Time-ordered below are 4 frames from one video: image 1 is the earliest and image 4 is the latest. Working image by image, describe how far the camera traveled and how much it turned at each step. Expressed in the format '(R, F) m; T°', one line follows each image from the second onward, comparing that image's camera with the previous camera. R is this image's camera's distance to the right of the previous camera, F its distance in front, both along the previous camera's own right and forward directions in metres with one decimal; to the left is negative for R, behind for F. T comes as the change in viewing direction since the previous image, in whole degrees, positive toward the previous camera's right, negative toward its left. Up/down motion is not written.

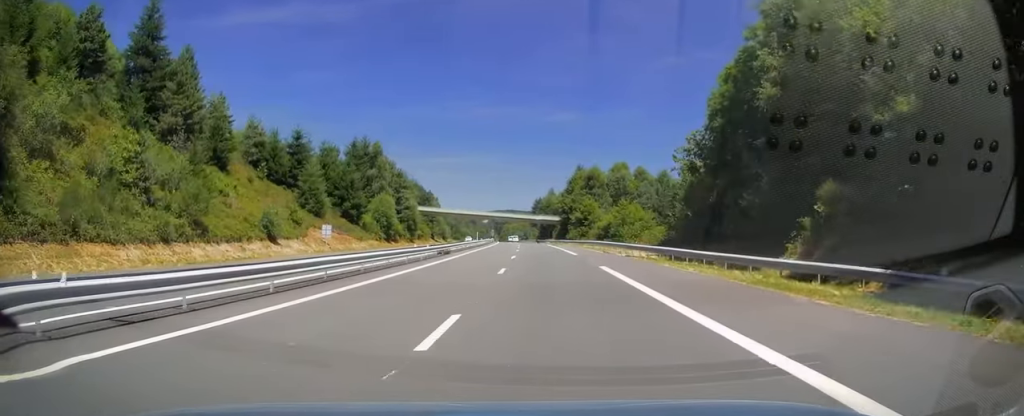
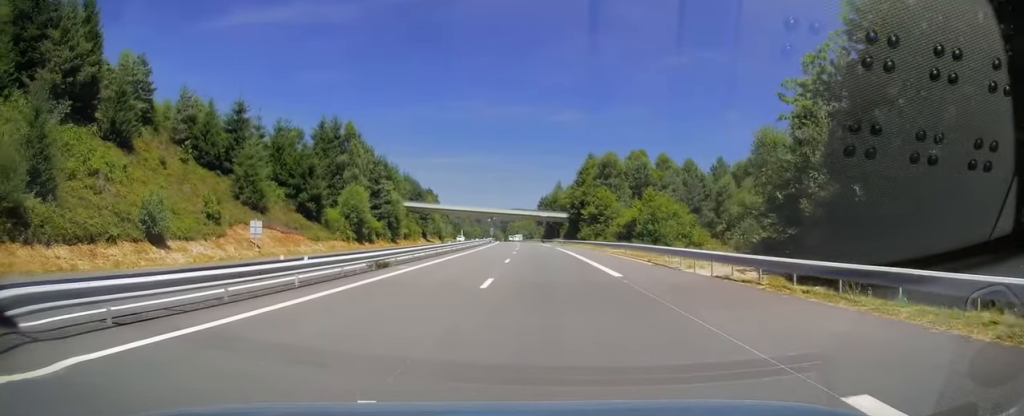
(-0.3, +18.5) m; -1°
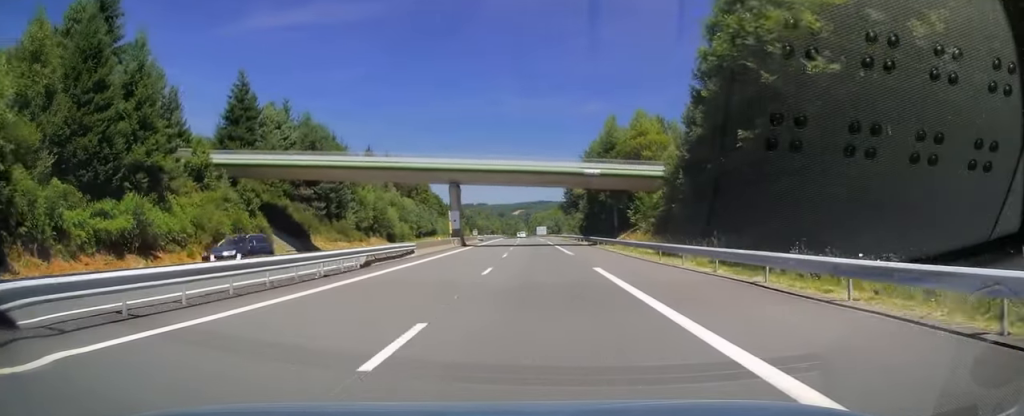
(-2.3, +88.1) m; -3°
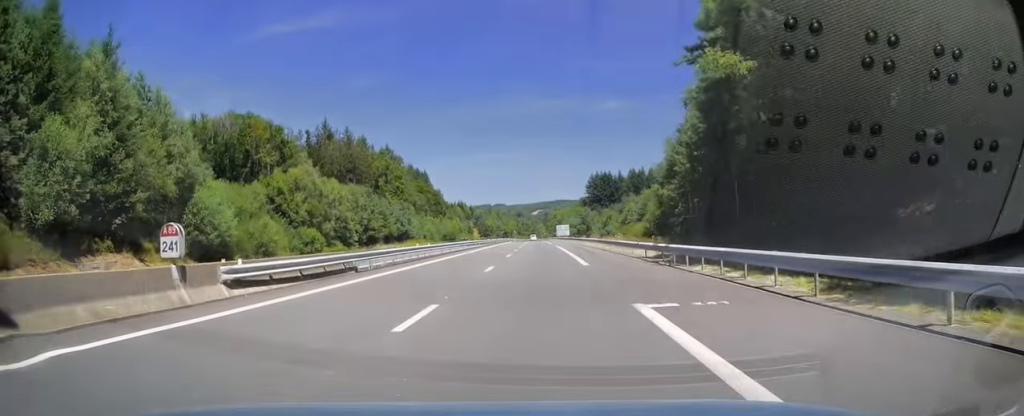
(-0.7, +63.3) m; -2°
